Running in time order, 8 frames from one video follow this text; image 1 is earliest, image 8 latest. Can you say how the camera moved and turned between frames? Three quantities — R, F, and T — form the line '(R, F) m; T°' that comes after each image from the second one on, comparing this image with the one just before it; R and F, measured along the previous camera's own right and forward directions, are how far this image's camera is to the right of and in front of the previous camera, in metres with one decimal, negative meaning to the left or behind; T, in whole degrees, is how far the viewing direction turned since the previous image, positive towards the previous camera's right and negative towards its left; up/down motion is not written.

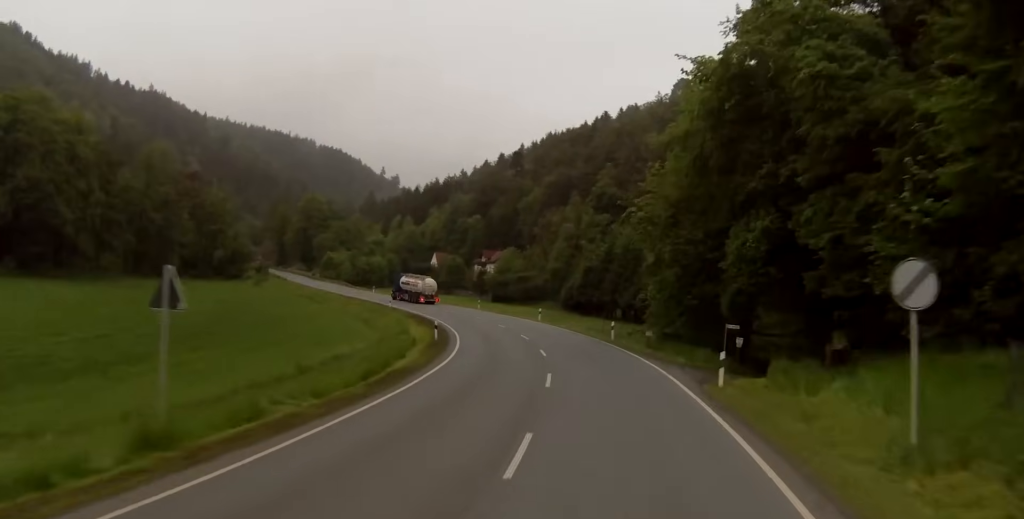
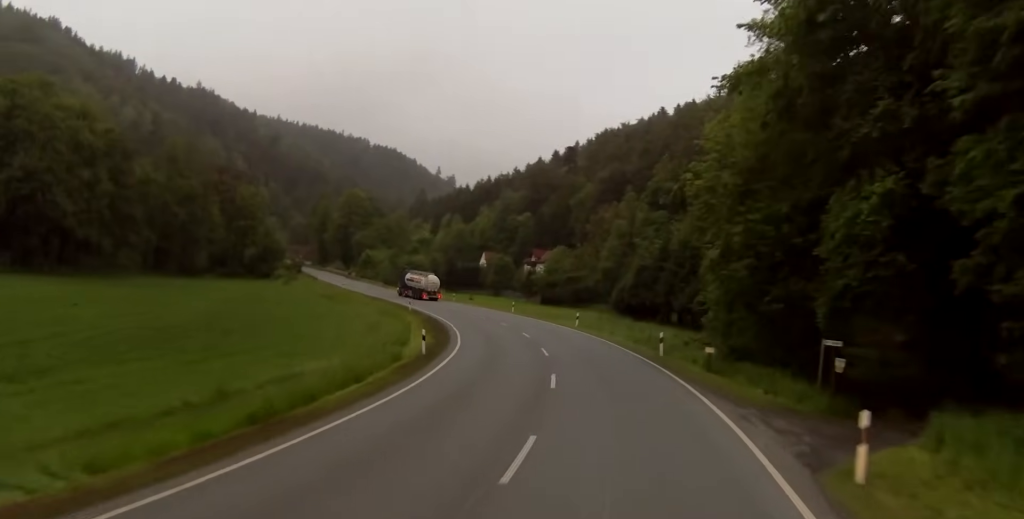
(-0.9, +12.5) m; -4°
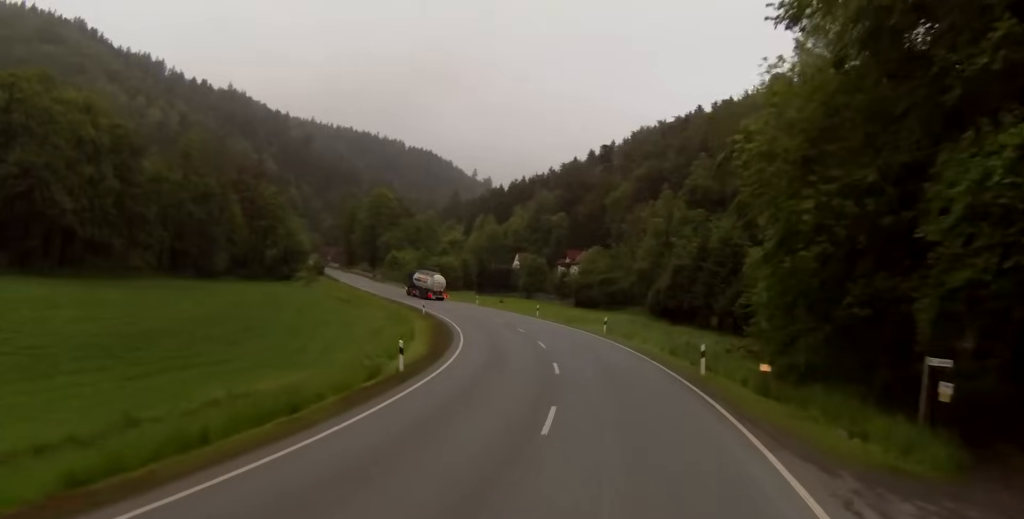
(0.0, +7.7) m; -1°
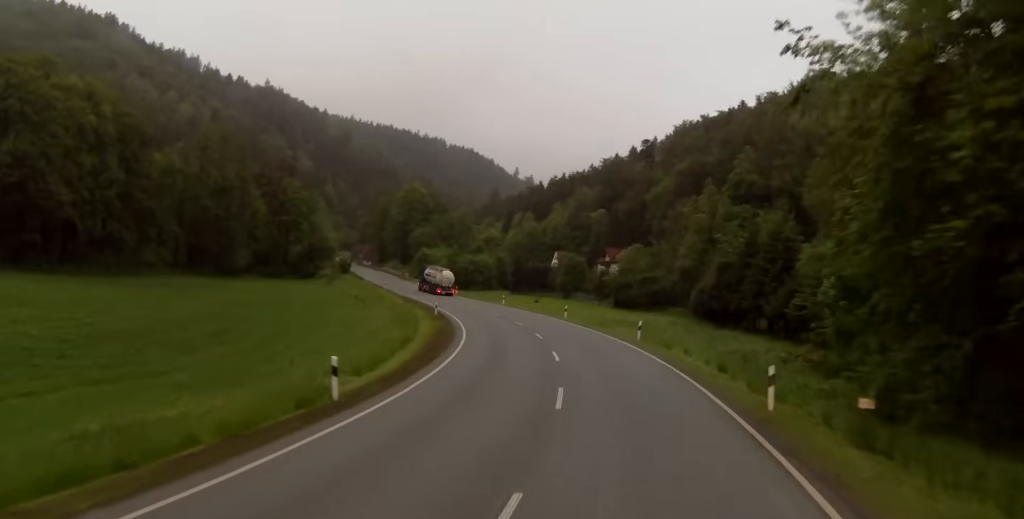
(+0.2, +8.9) m; -2°
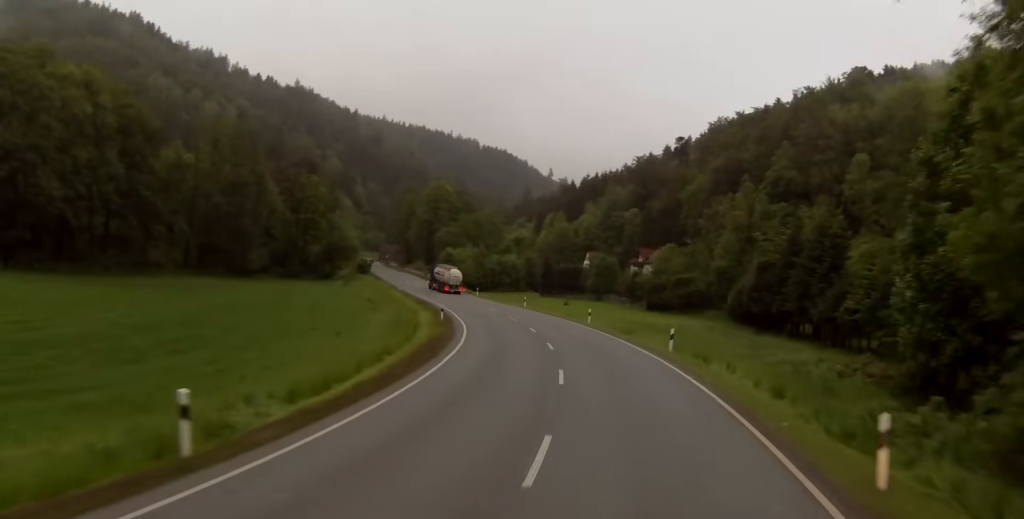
(-0.3, +7.7) m; -2°
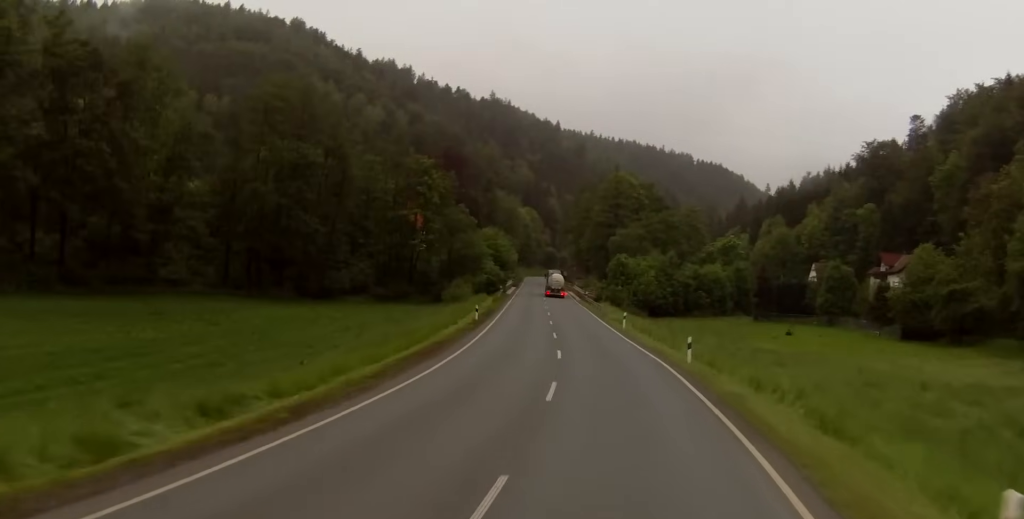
(-6.5, +51.9) m; -14°
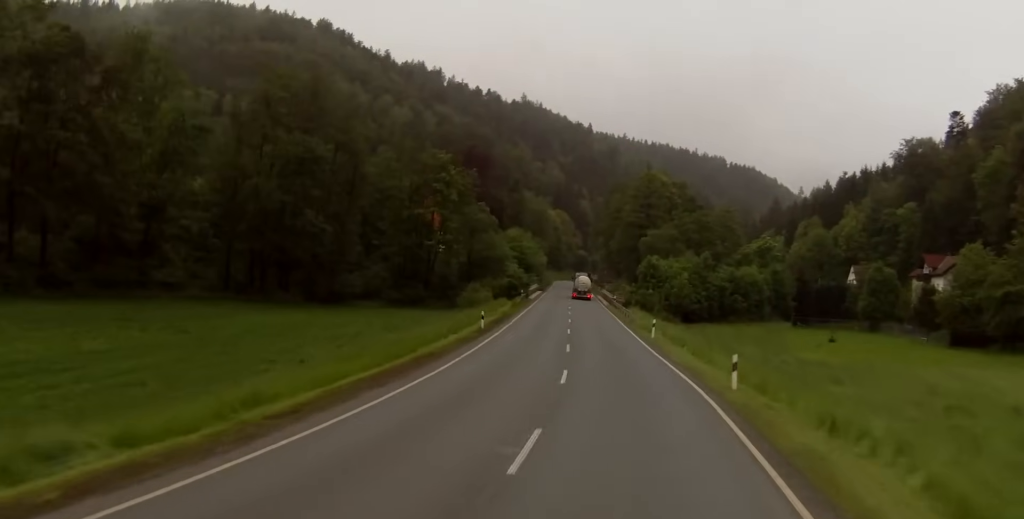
(-0.3, +8.0) m; -2°
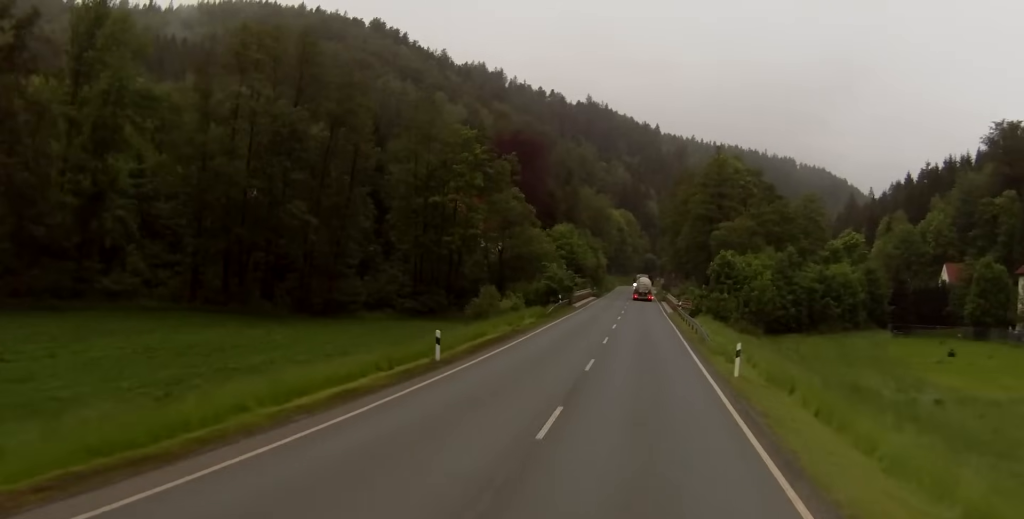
(-1.0, +21.6) m; -6°
